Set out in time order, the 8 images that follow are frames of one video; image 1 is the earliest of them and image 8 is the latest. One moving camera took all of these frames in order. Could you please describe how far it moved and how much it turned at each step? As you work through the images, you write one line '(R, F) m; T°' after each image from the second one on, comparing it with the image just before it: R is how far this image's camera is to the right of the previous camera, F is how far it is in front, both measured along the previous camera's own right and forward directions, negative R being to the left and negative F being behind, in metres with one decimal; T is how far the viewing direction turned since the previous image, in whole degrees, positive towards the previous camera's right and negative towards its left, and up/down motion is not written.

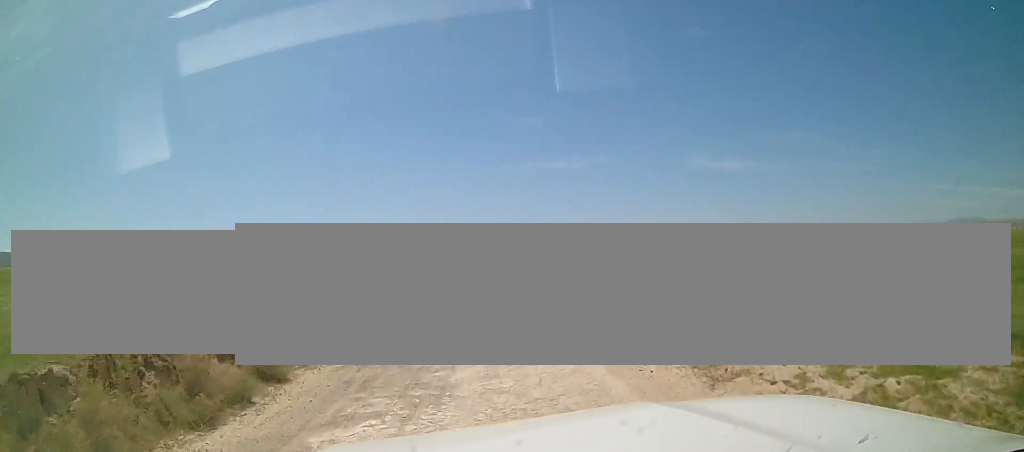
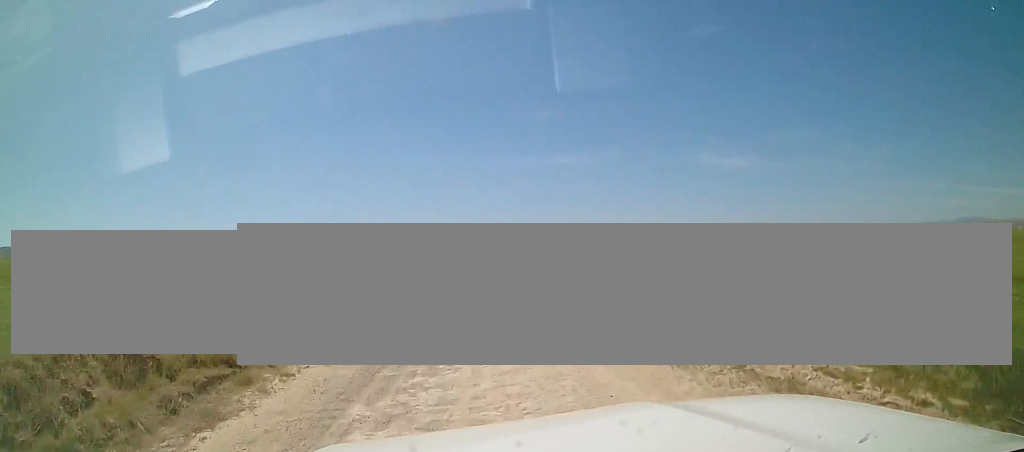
(-0.3, +10.2) m; 0°
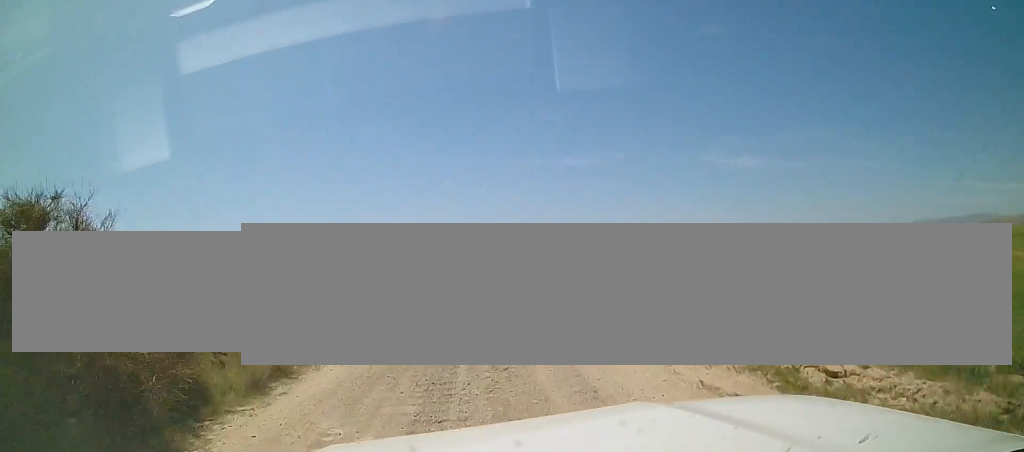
(+0.4, +11.4) m; +1°
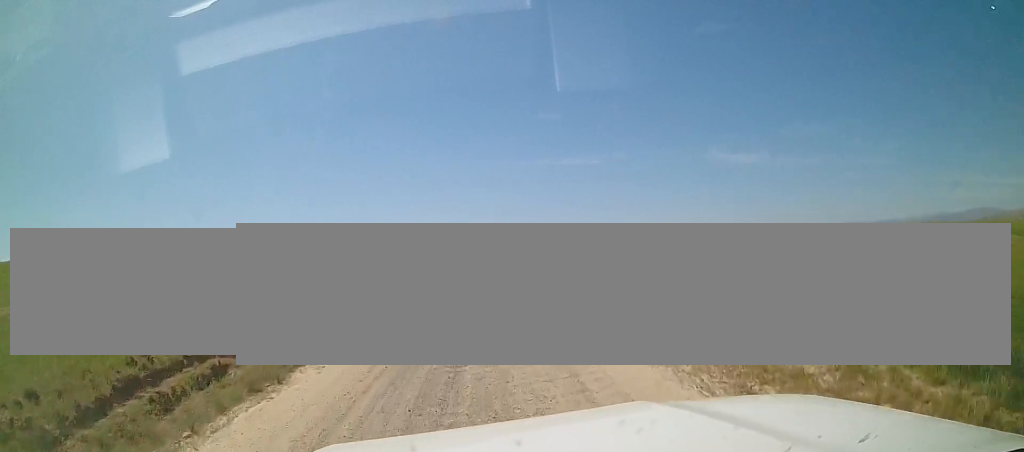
(-0.2, +6.9) m; -1°
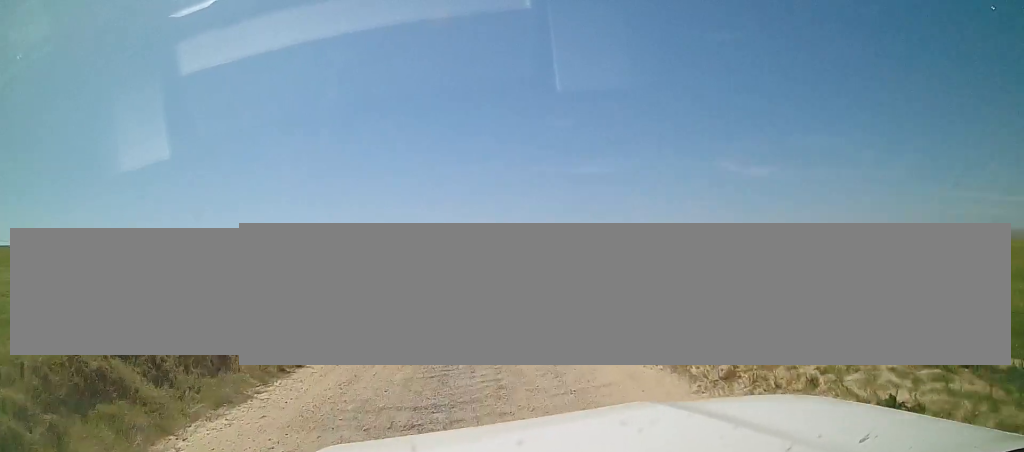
(-0.2, +12.7) m; -2°
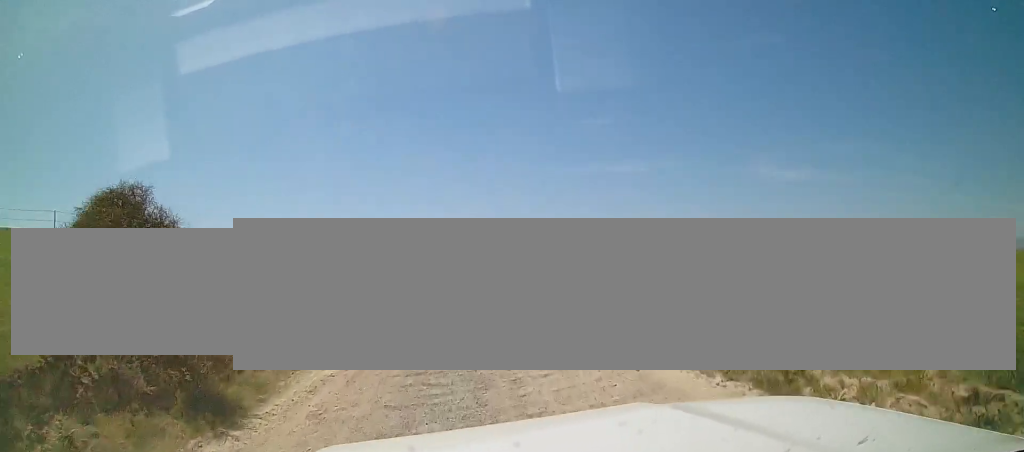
(-0.6, +18.8) m; -3°
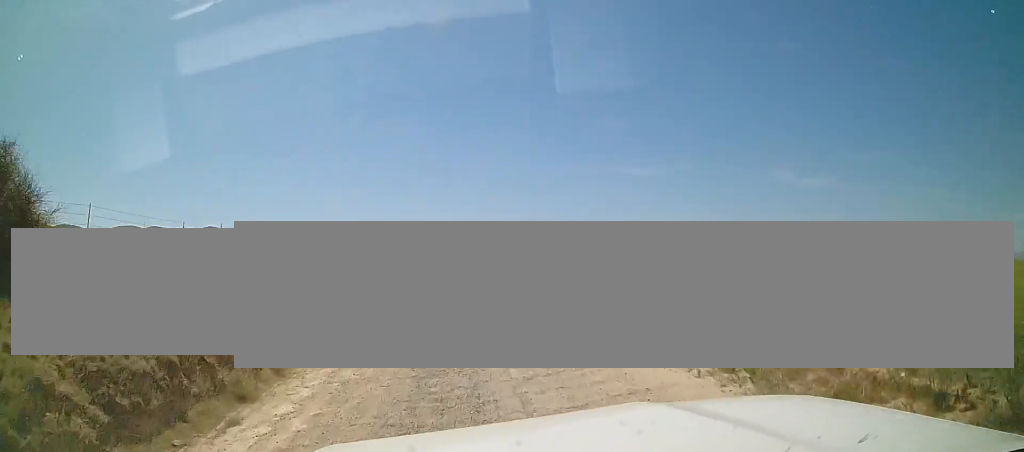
(+0.2, +5.1) m; -1°
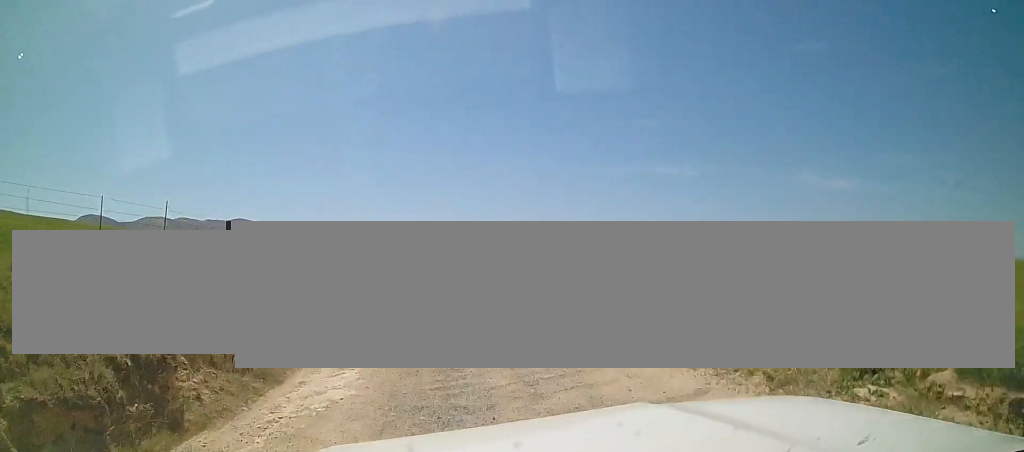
(-0.3, +6.8) m; -4°
